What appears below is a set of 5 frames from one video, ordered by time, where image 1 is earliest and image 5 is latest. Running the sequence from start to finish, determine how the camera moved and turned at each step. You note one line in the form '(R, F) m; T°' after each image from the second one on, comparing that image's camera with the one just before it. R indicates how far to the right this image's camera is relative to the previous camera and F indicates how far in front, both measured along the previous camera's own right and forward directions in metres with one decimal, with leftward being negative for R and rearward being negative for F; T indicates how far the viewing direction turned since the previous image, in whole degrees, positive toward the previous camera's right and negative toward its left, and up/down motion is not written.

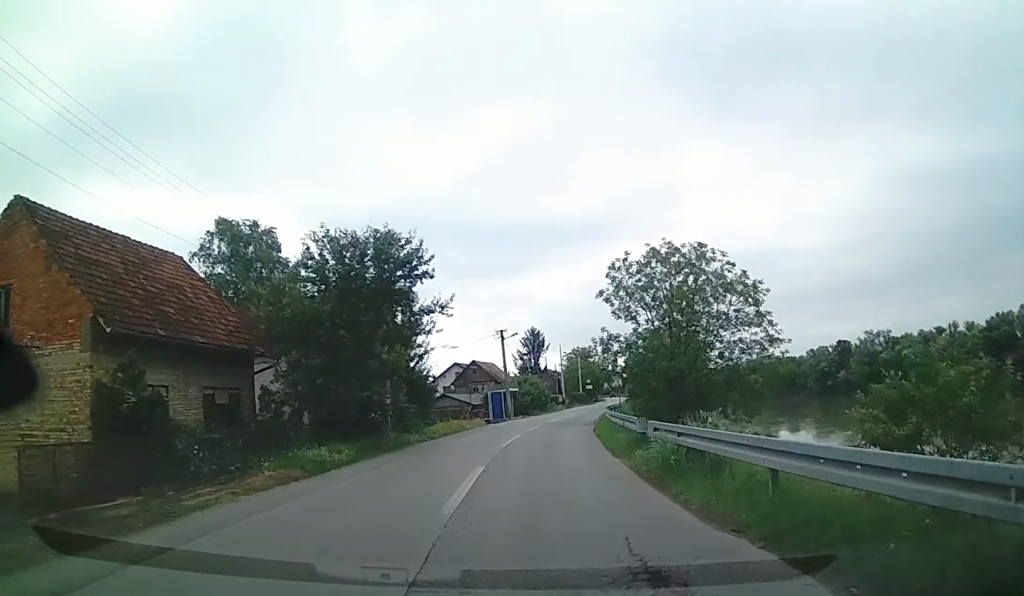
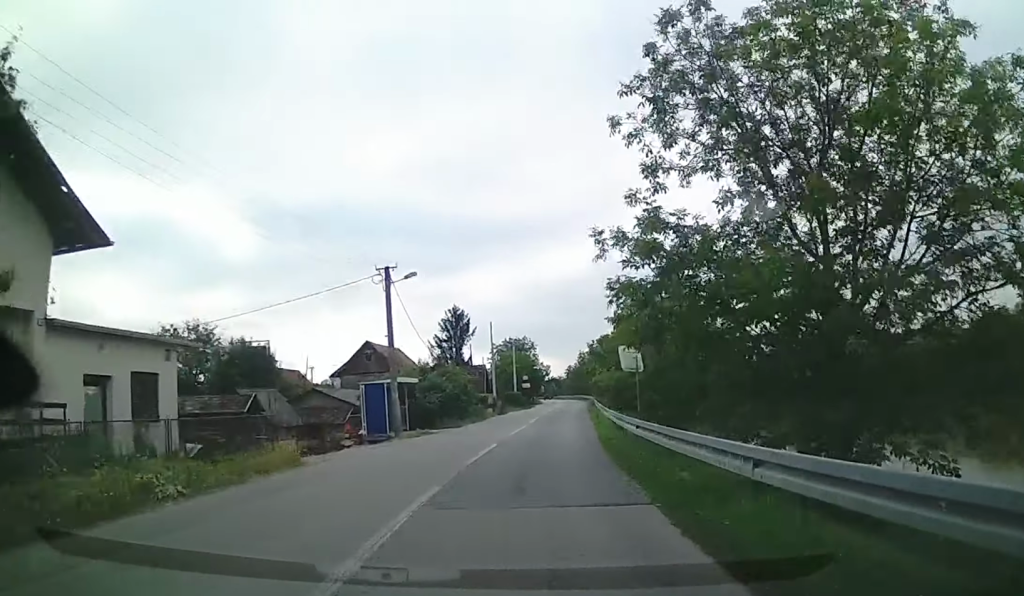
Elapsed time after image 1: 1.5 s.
(0.0, +25.6) m; +6°
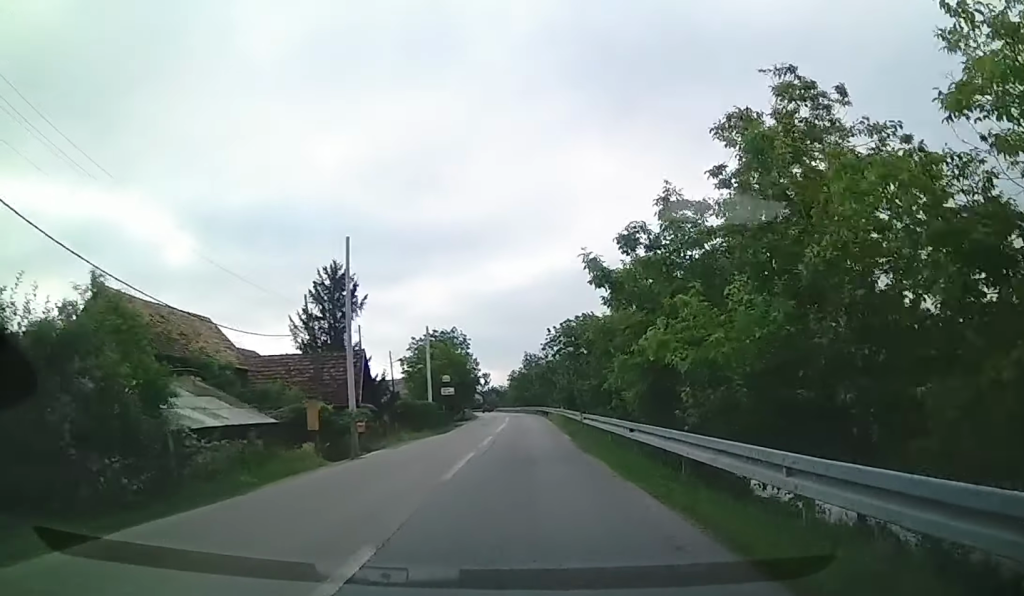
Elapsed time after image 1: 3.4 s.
(+4.2, +32.0) m; +8°
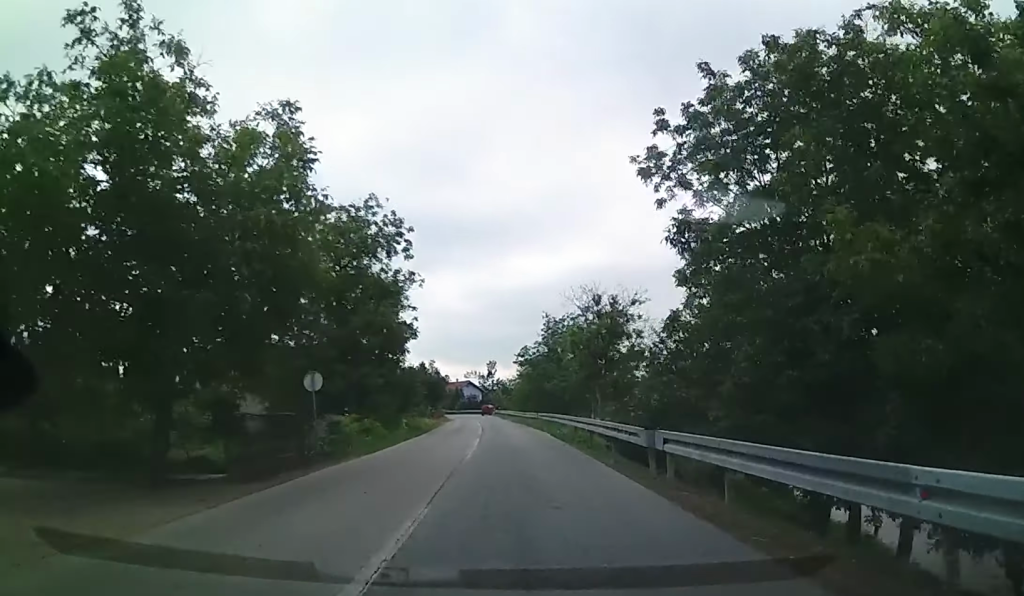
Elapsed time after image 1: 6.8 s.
(-4.0, +56.8) m; -5°
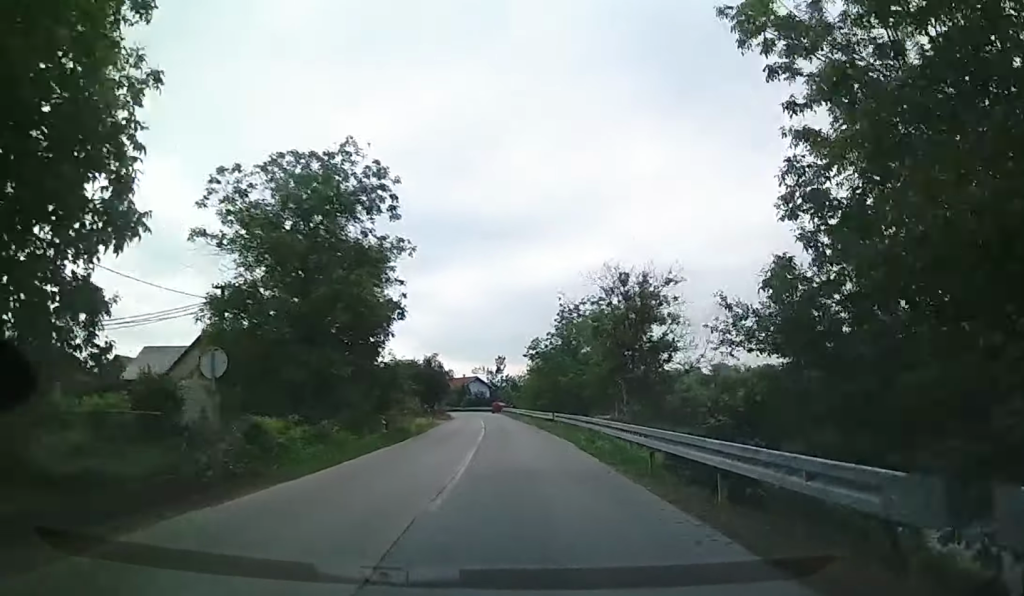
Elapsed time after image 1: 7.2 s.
(0.0, +7.6) m; -1°
